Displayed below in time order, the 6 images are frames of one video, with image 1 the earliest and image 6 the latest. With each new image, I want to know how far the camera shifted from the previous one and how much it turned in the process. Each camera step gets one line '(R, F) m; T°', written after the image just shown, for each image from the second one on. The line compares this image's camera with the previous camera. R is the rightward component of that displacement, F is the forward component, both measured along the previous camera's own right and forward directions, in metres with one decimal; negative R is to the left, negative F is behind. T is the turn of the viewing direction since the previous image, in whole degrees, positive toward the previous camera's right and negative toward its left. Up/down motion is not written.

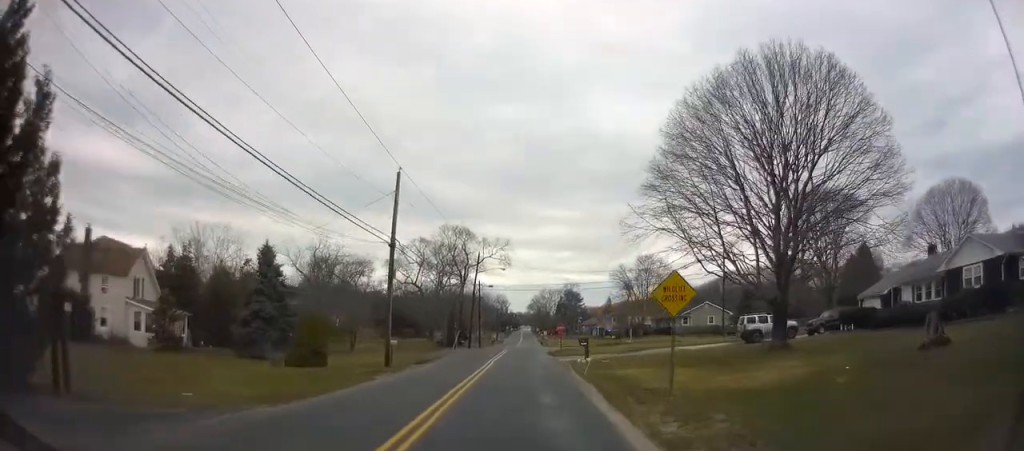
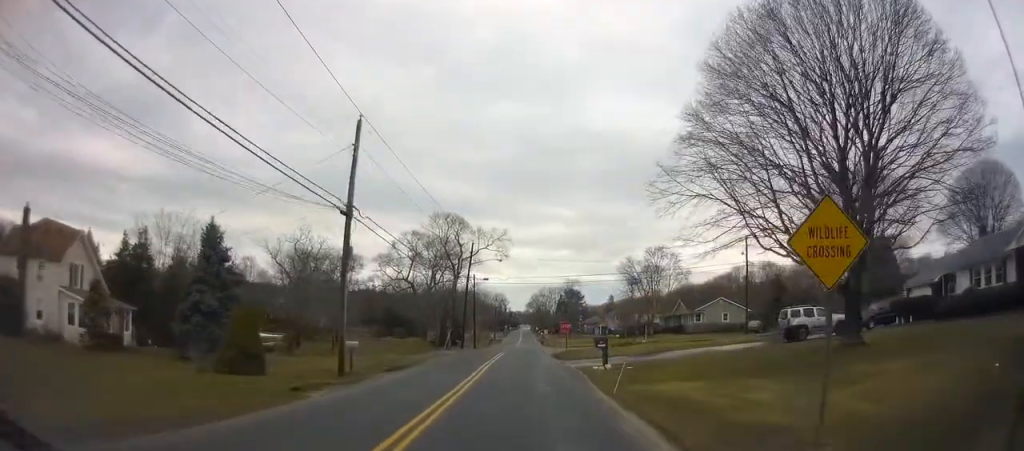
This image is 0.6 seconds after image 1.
(0.0, +6.9) m; 0°
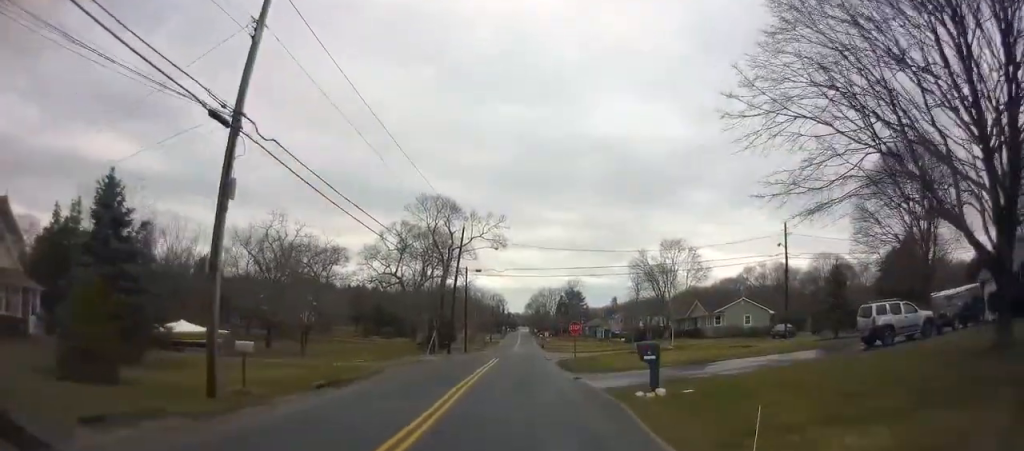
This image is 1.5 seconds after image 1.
(0.0, +9.0) m; 0°
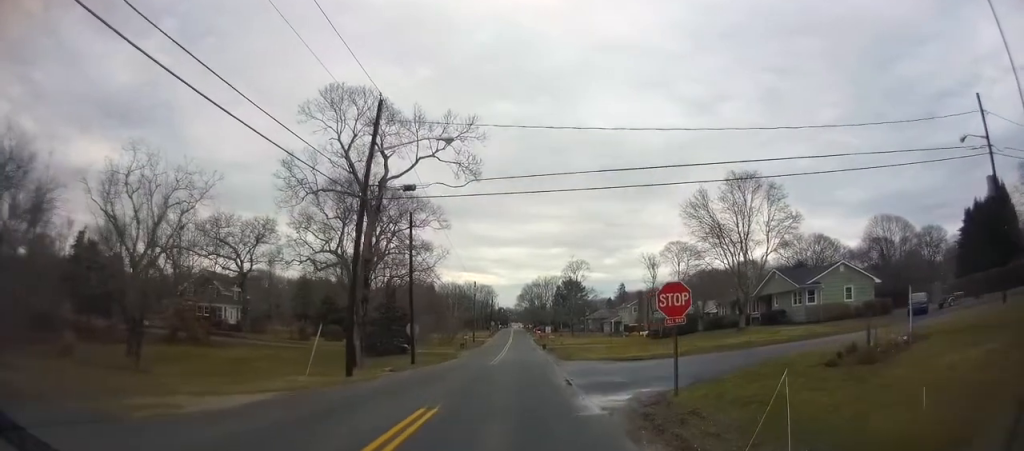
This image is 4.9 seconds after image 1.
(-0.3, +25.8) m; -2°
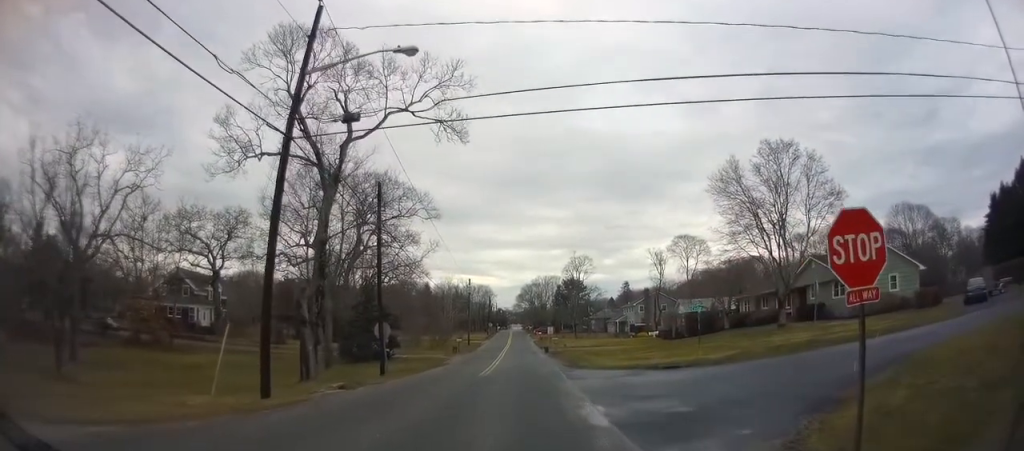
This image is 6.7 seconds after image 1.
(-0.2, +6.8) m; -2°
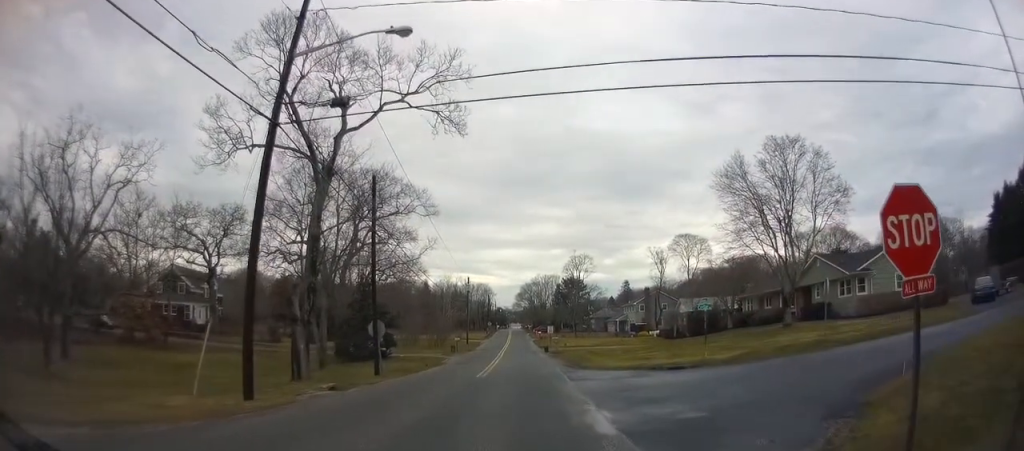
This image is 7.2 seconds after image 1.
(0.0, +0.8) m; +1°
